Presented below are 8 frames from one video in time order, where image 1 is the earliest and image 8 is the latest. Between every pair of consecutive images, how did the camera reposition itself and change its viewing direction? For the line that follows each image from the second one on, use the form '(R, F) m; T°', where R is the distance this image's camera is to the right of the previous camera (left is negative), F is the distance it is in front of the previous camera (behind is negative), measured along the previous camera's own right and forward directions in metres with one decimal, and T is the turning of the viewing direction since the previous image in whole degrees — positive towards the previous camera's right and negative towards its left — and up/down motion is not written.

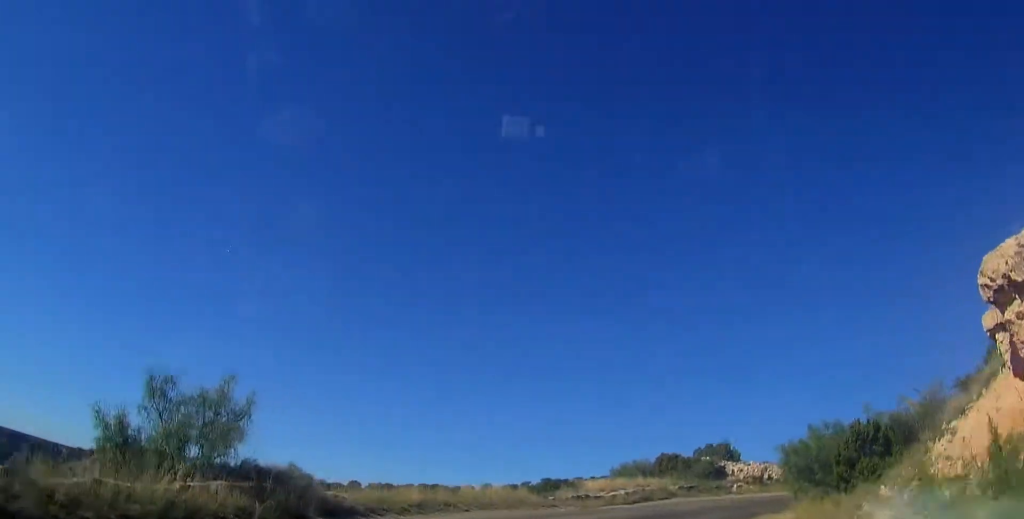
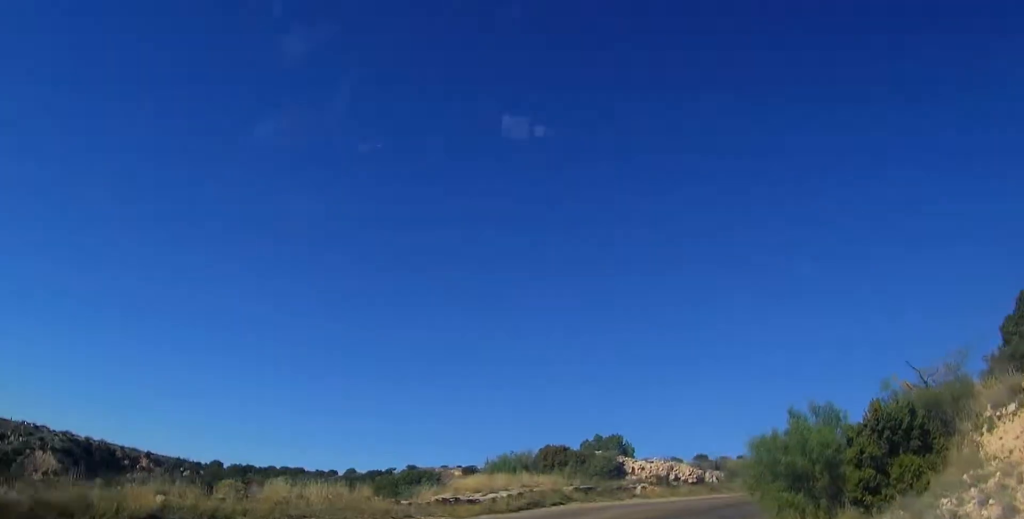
(+0.8, +7.1) m; +14°
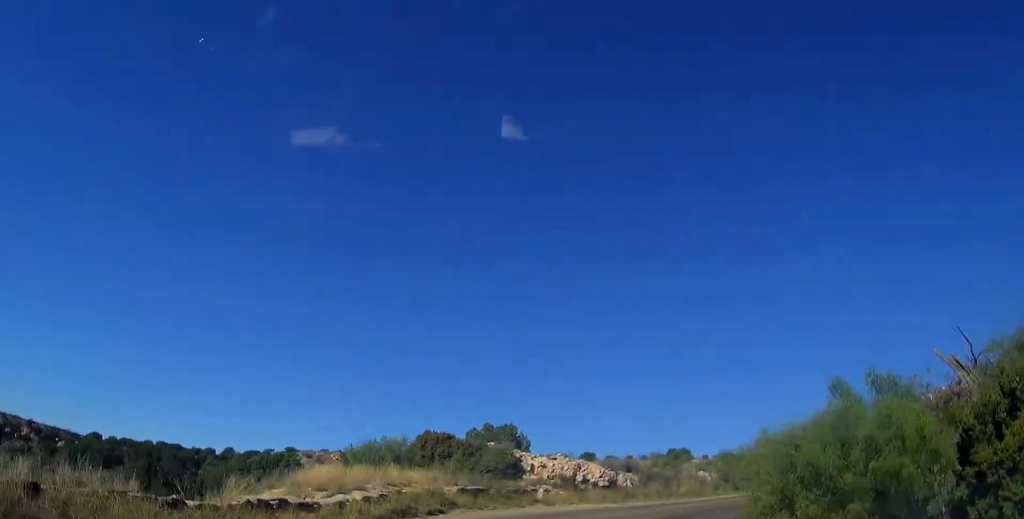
(+0.7, +6.1) m; +13°
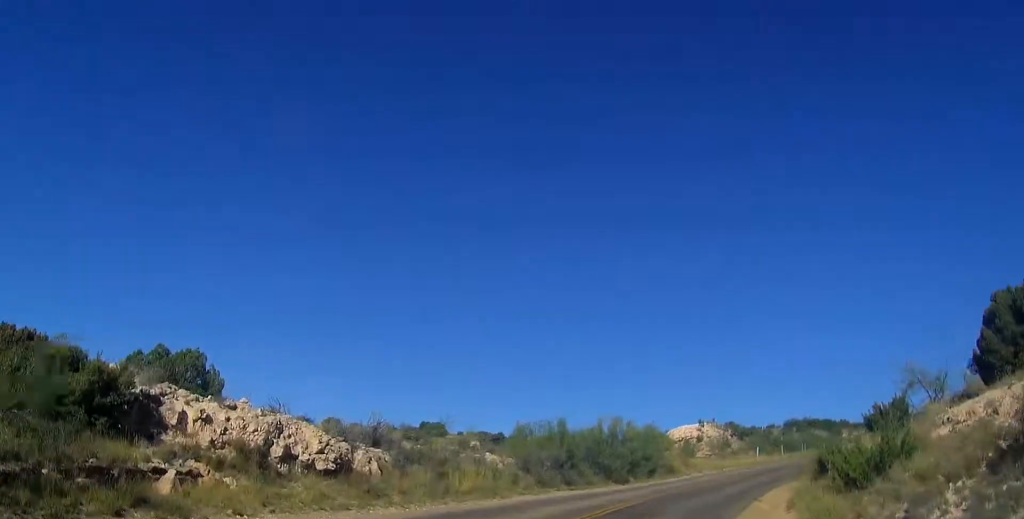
(+2.6, +12.5) m; +22°
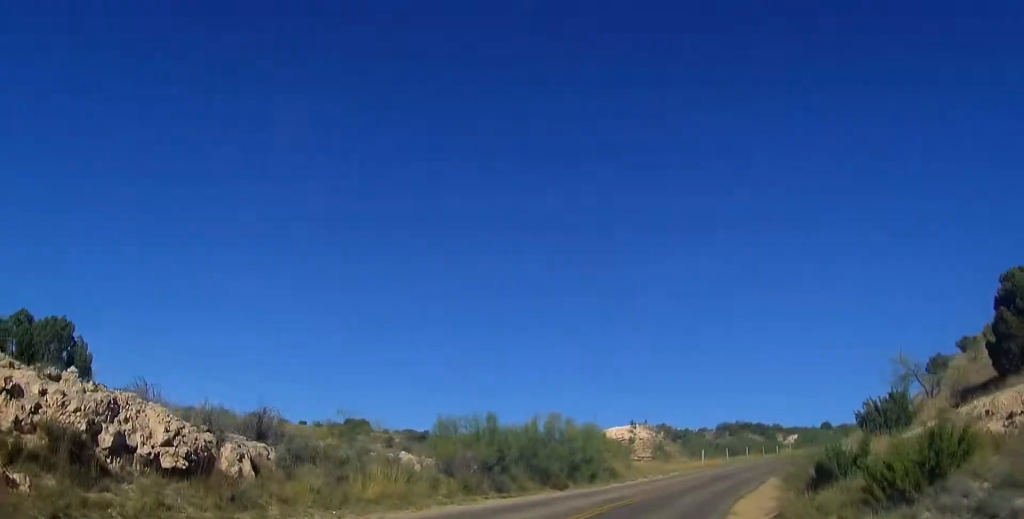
(+0.3, +3.9) m; +6°
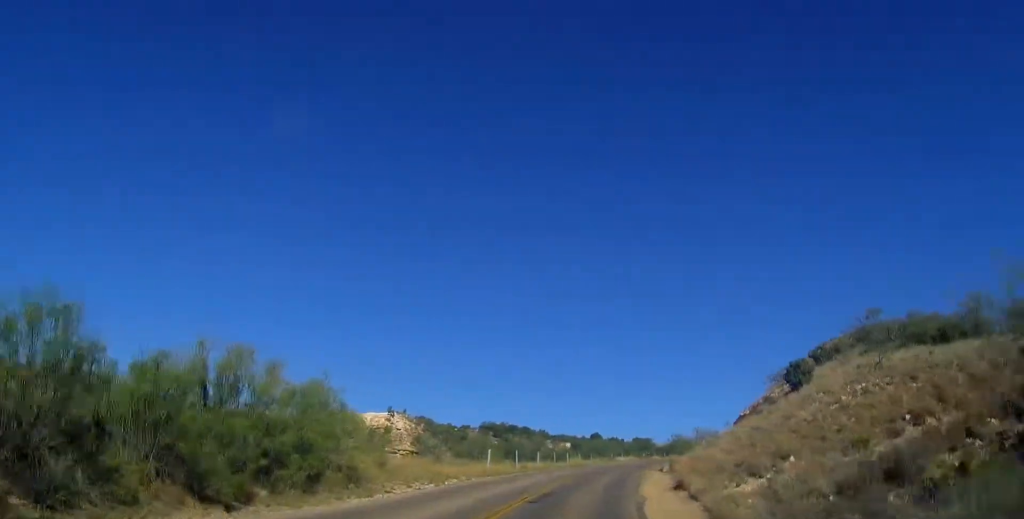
(+2.3, +12.9) m; +21°
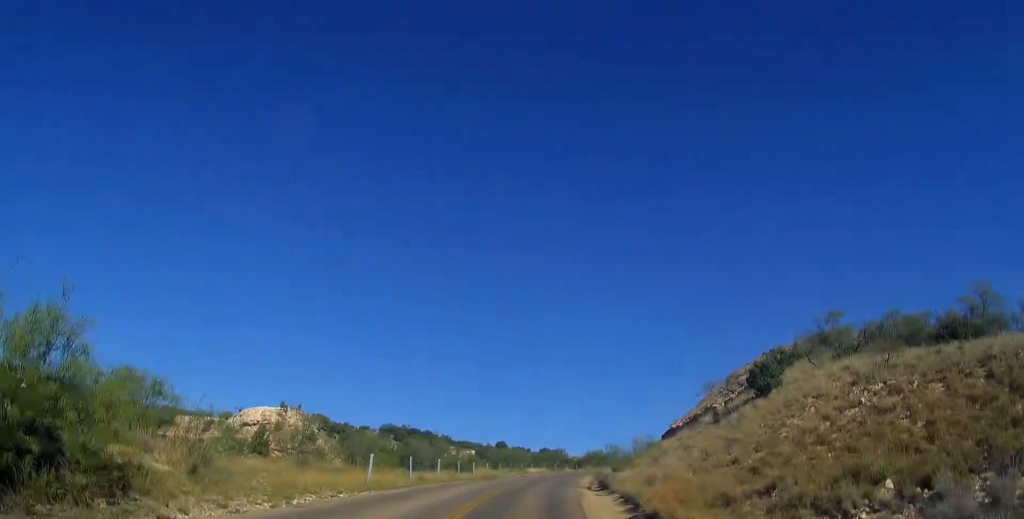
(+0.8, +7.8) m; +7°
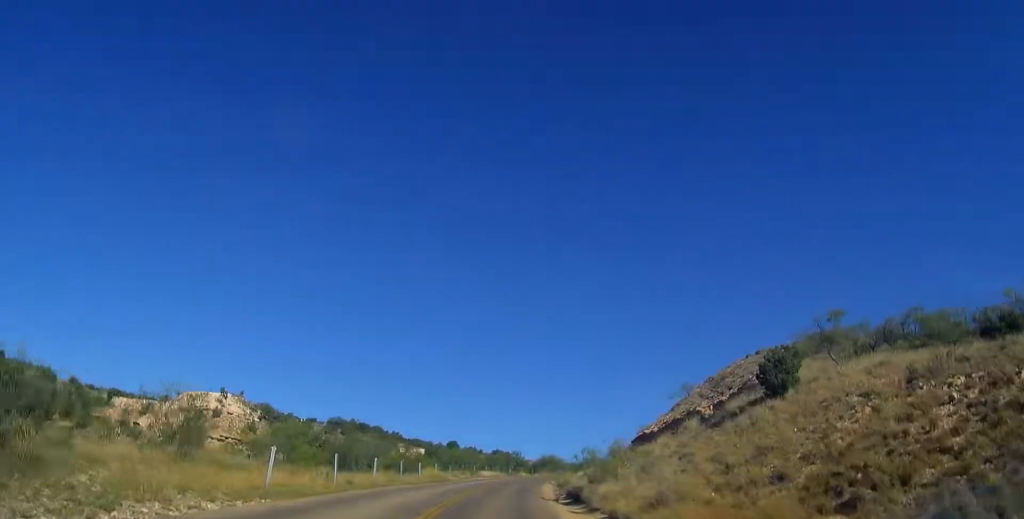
(+0.2, +6.2) m; +4°
